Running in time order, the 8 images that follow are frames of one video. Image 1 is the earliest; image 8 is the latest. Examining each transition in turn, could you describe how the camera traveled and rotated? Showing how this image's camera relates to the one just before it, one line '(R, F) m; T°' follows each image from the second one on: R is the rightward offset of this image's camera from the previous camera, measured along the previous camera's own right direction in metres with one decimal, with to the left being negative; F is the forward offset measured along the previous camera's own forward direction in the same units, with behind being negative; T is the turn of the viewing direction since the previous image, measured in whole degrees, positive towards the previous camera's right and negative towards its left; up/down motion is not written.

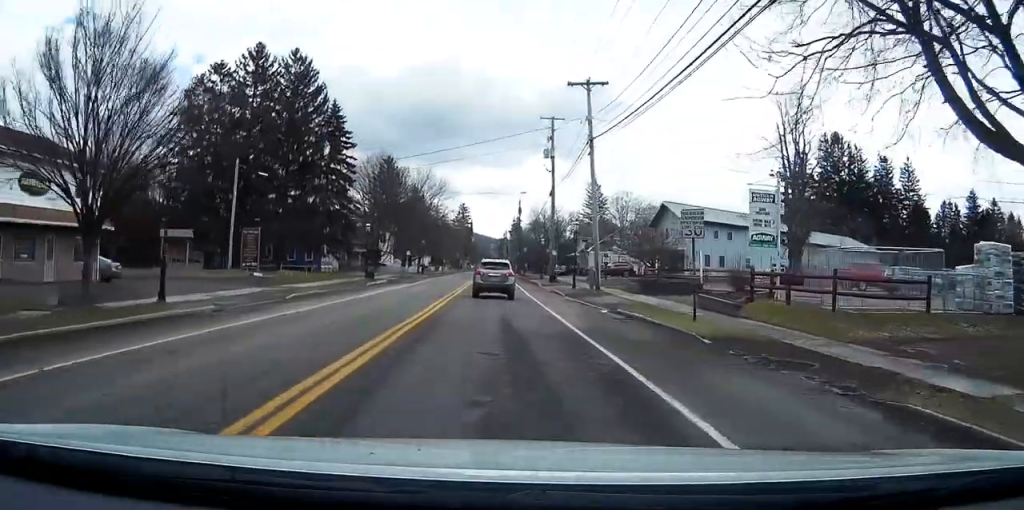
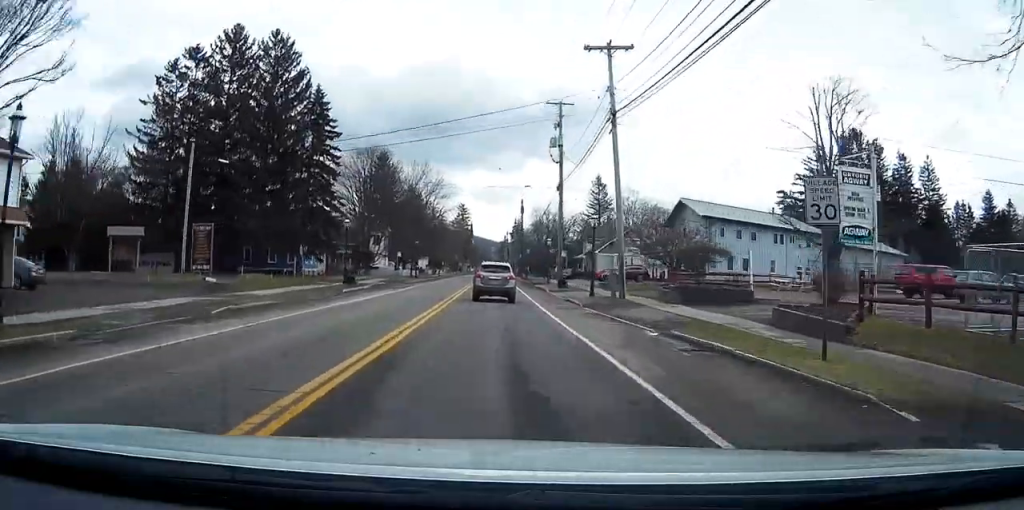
(0.0, +8.0) m; 0°
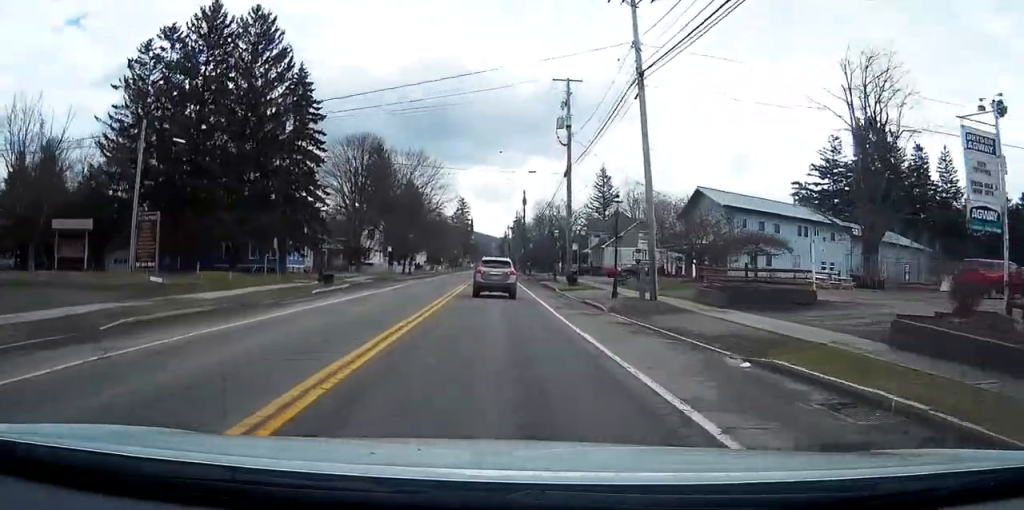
(-0.1, +6.5) m; 0°
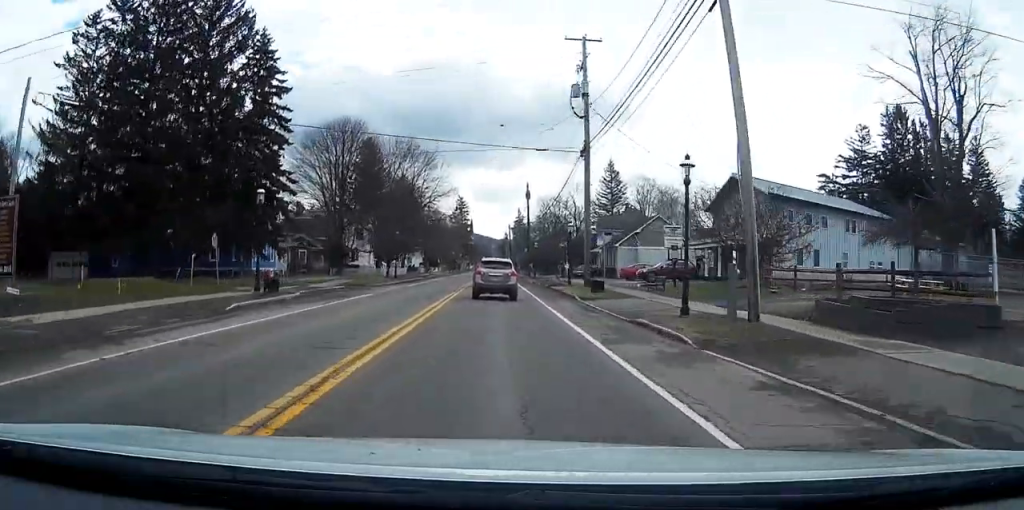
(0.0, +10.7) m; 0°
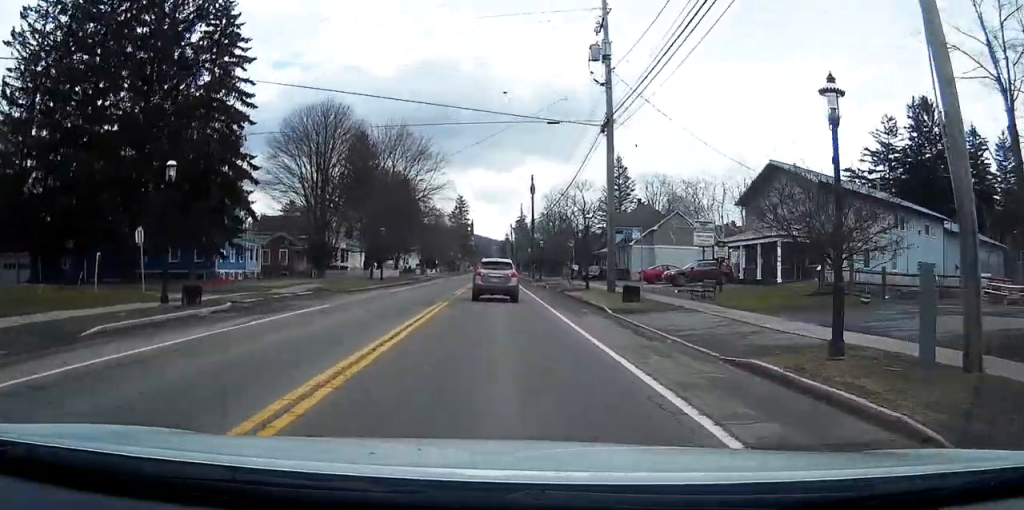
(0.0, +8.4) m; 0°
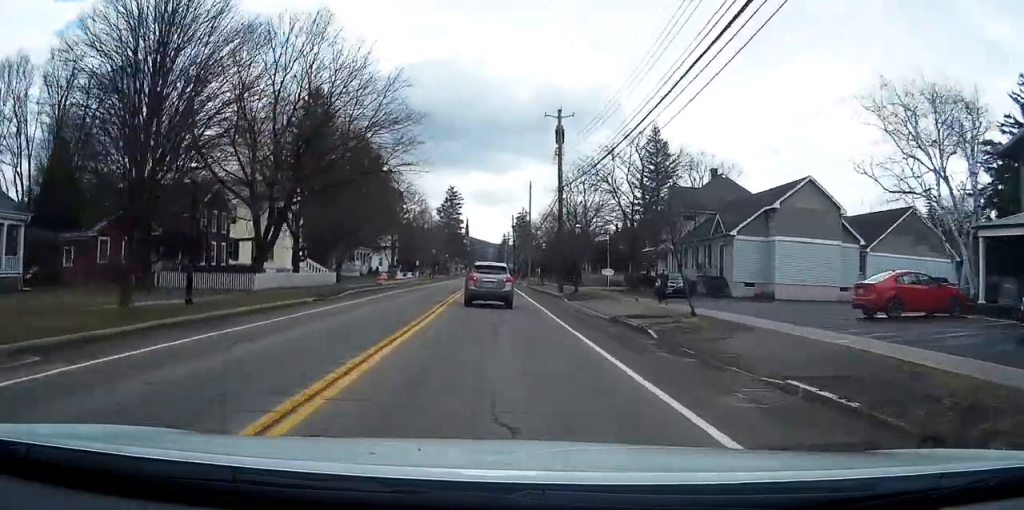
(0.0, +35.0) m; +1°
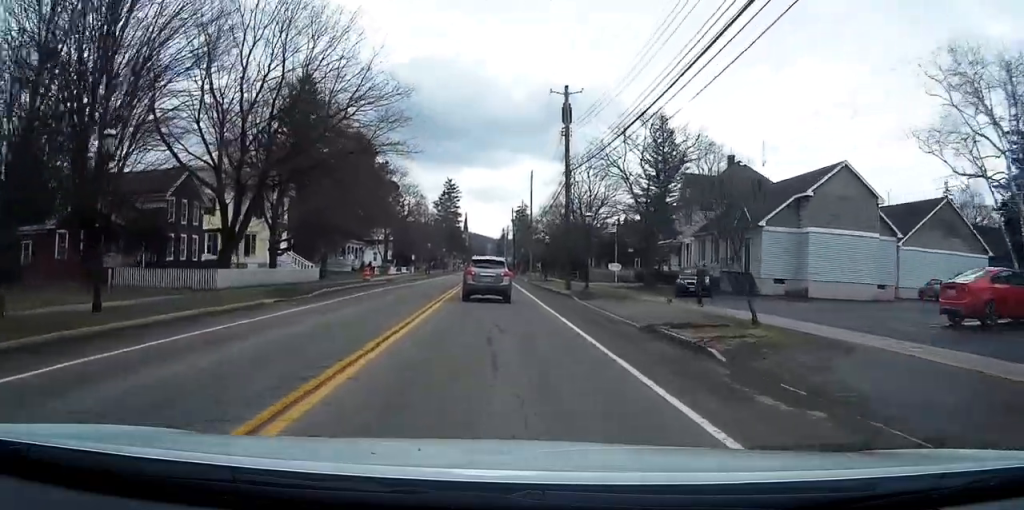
(+0.1, +5.3) m; 0°
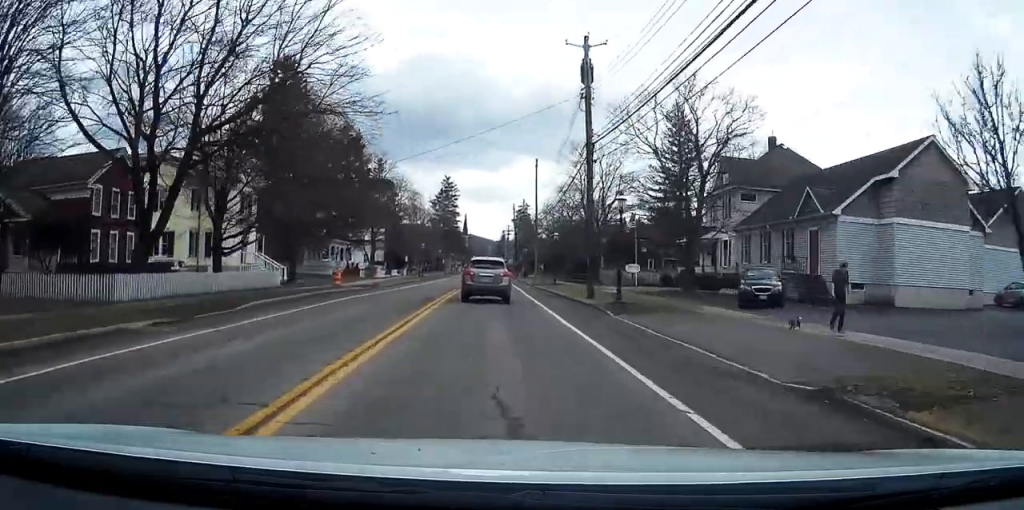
(+0.1, +9.4) m; 0°
